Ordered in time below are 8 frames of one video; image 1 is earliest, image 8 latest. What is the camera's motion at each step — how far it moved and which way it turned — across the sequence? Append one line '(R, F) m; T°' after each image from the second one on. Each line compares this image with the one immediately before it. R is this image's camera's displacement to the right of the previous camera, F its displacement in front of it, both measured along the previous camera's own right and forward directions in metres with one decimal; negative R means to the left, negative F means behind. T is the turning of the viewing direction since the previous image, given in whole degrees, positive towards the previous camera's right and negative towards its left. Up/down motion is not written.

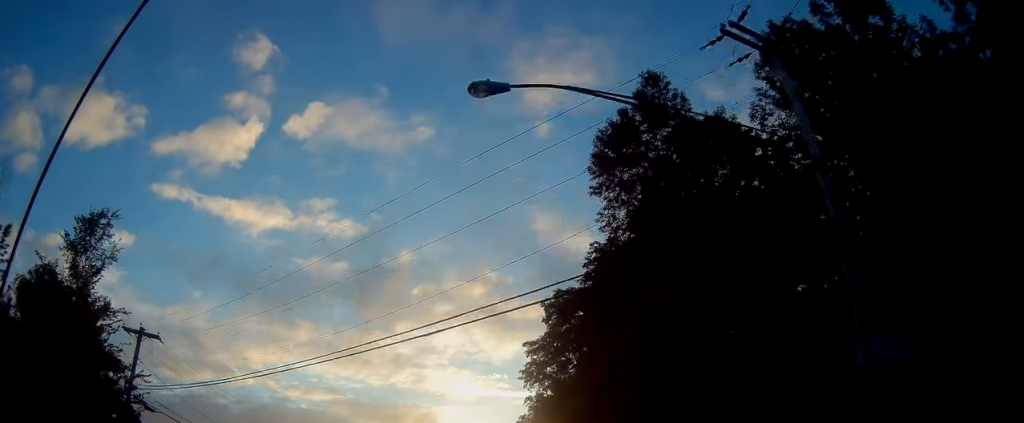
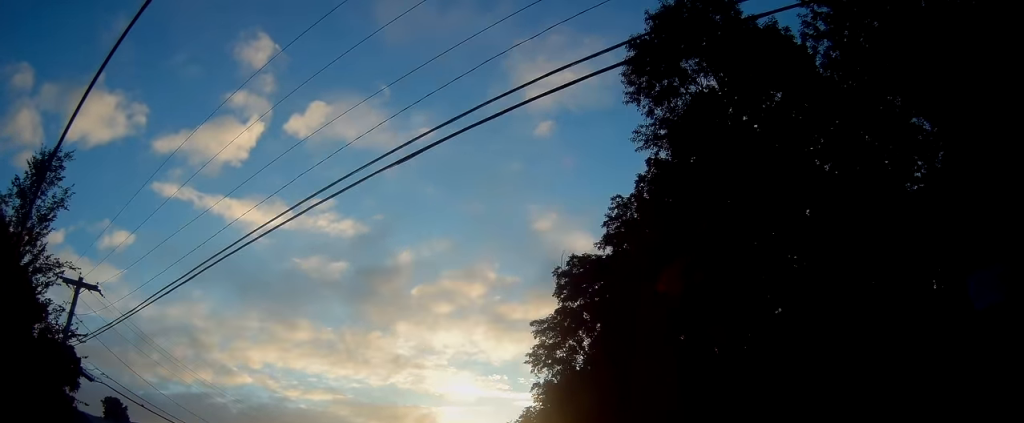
(-0.1, +6.2) m; 0°
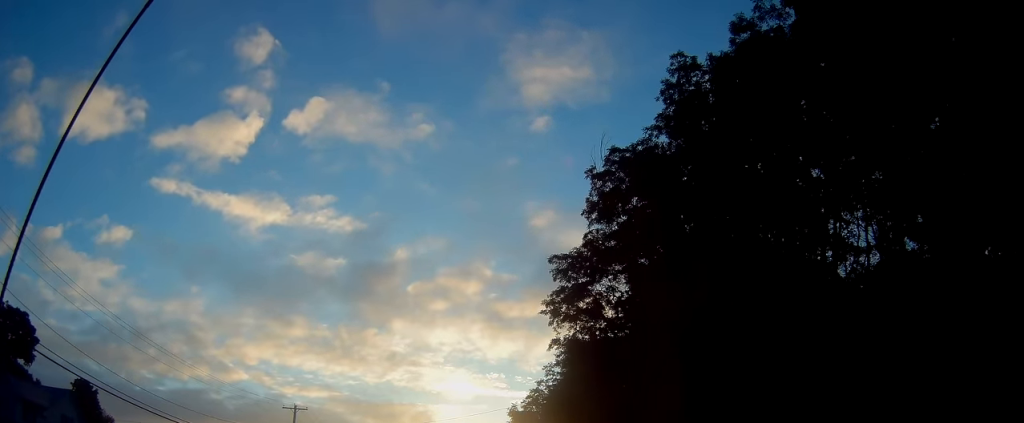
(+0.4, +12.0) m; +1°
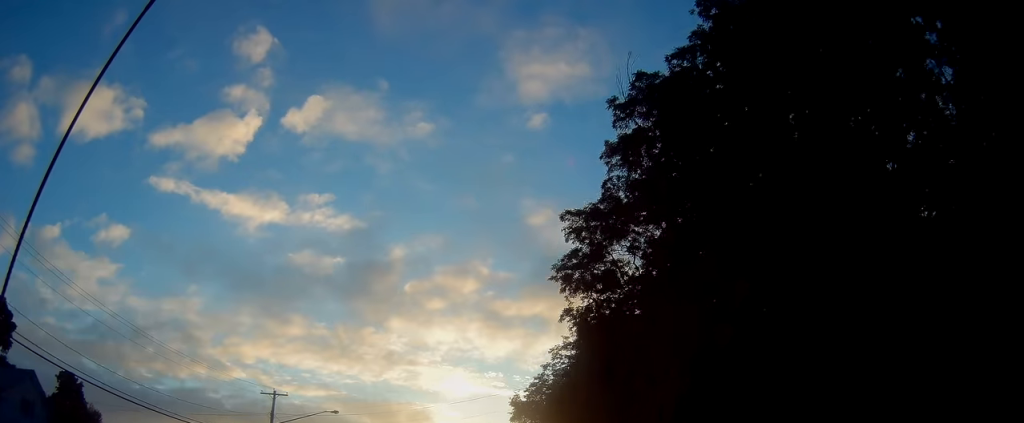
(+0.1, +5.5) m; -1°
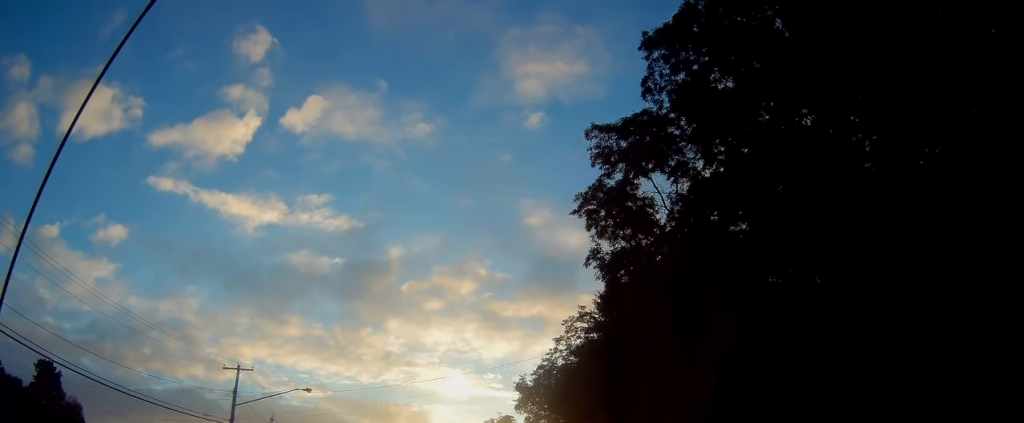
(-0.2, +7.8) m; -1°
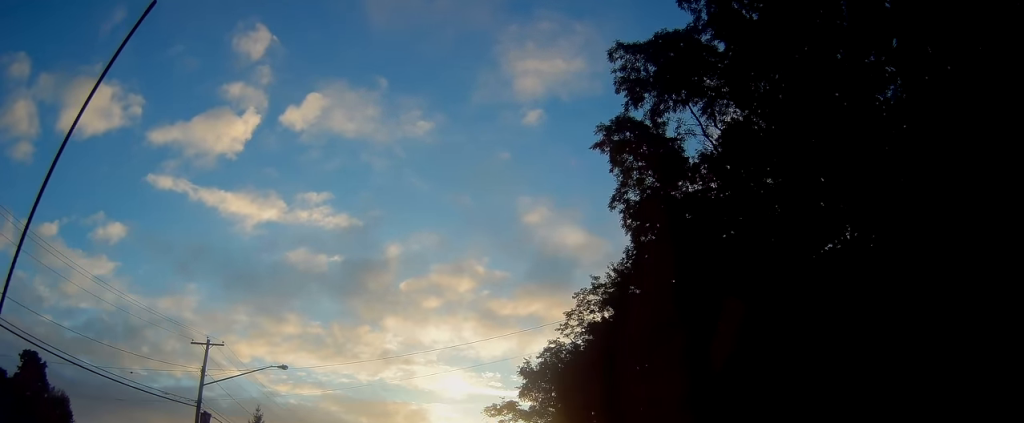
(-0.2, +5.0) m; 0°
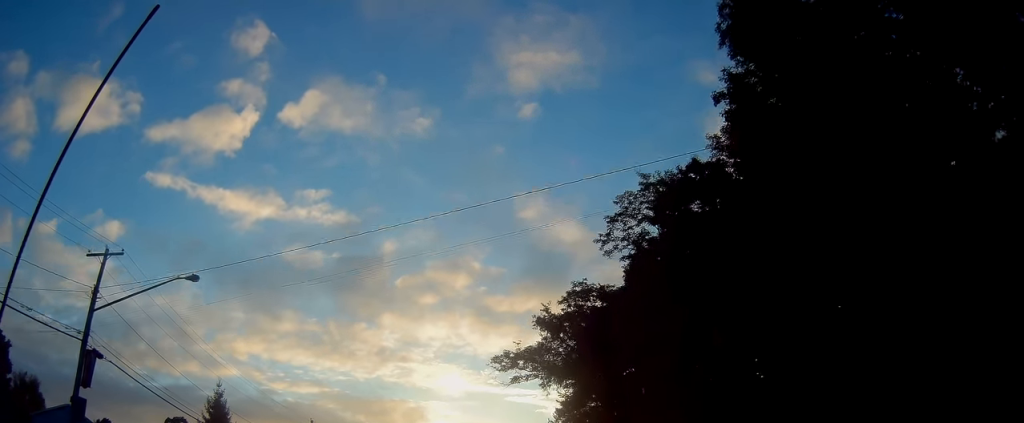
(+0.5, +11.6) m; +3°
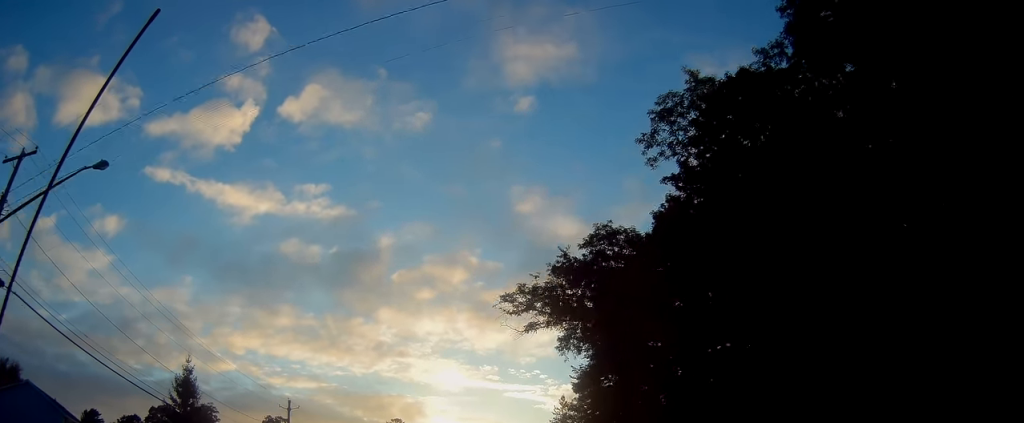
(0.0, +7.1) m; 0°
